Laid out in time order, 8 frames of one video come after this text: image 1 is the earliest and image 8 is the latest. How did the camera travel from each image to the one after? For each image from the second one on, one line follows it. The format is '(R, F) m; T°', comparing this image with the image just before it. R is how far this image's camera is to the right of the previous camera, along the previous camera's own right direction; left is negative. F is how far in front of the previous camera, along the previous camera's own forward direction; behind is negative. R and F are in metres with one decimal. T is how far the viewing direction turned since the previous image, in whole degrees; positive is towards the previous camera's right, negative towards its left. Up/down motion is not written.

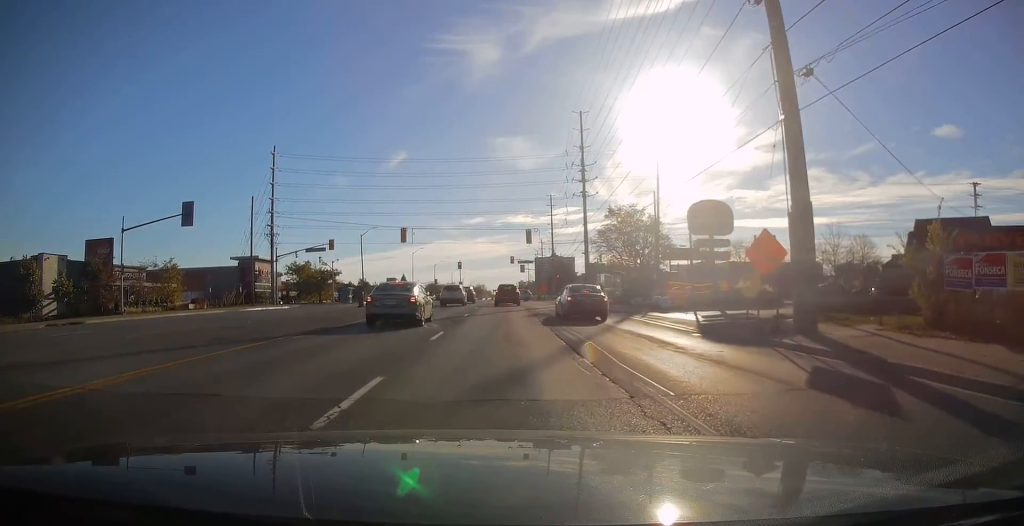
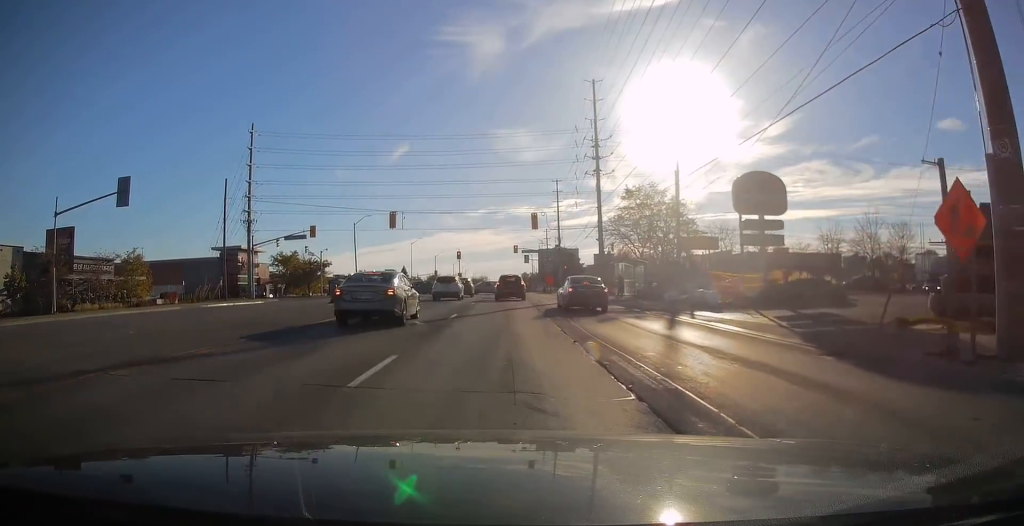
(-0.1, +7.4) m; -1°
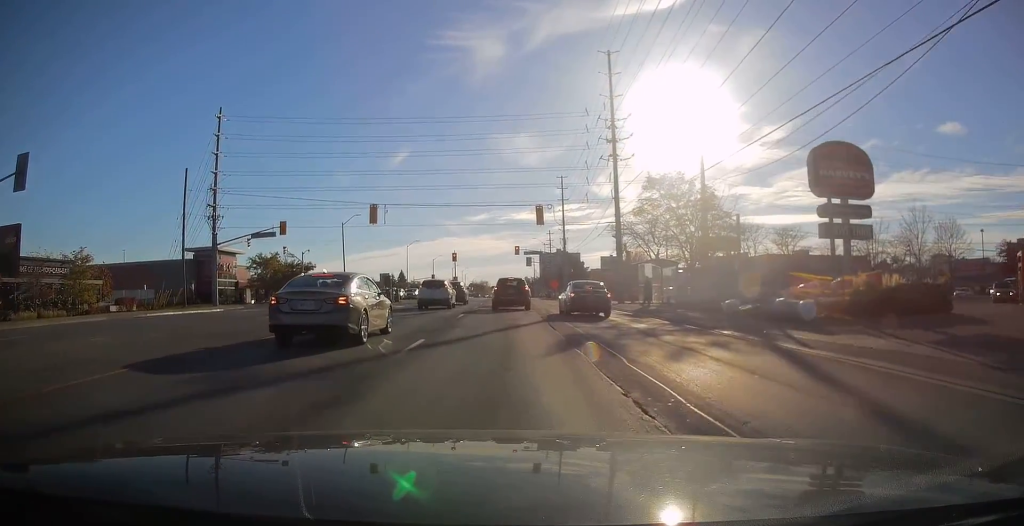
(0.0, +8.2) m; +1°
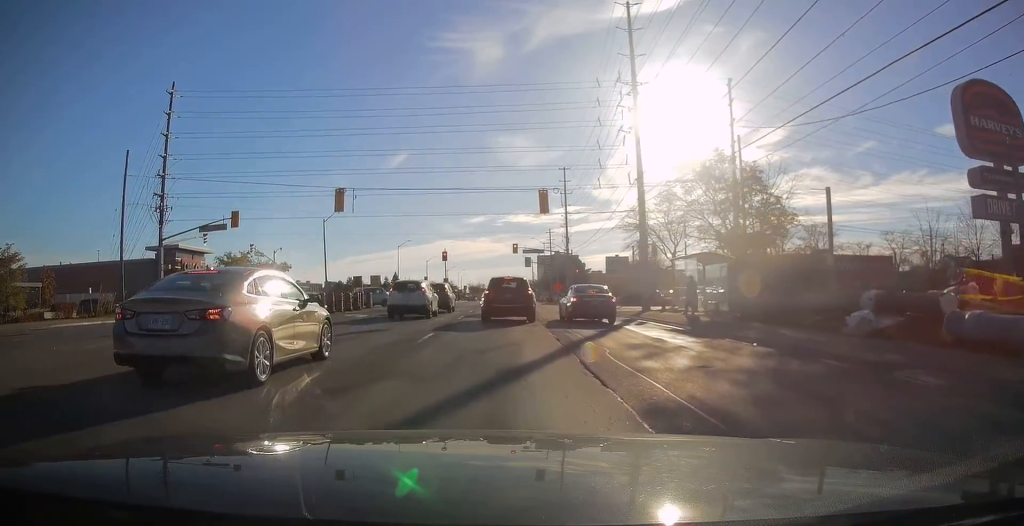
(+0.2, +8.7) m; +3°
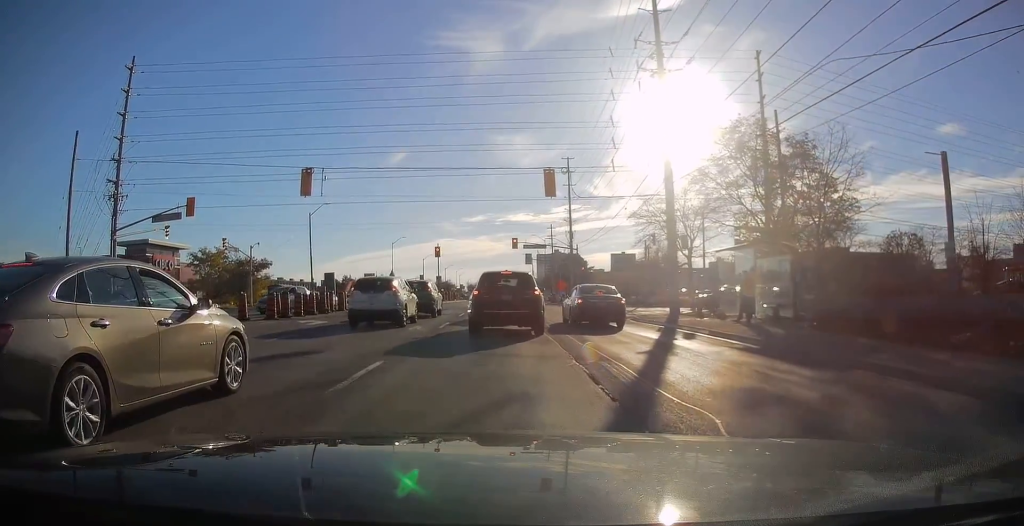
(+0.2, +6.3) m; 0°
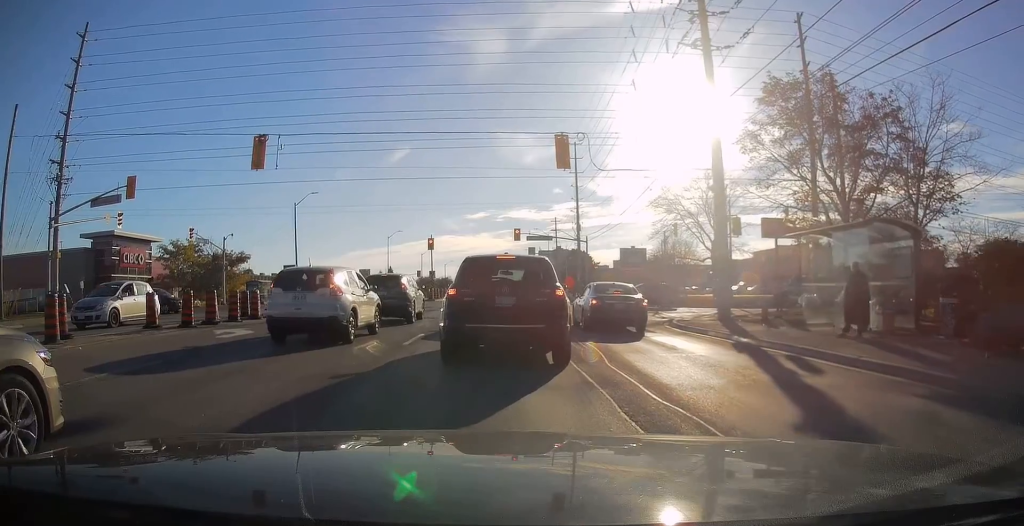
(-0.3, +6.6) m; -2°
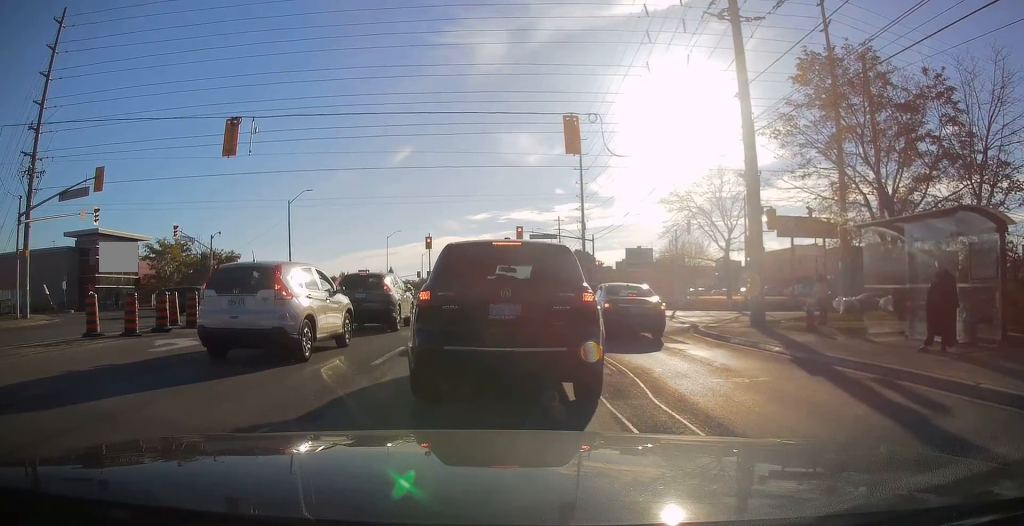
(+0.2, +3.5) m; 0°
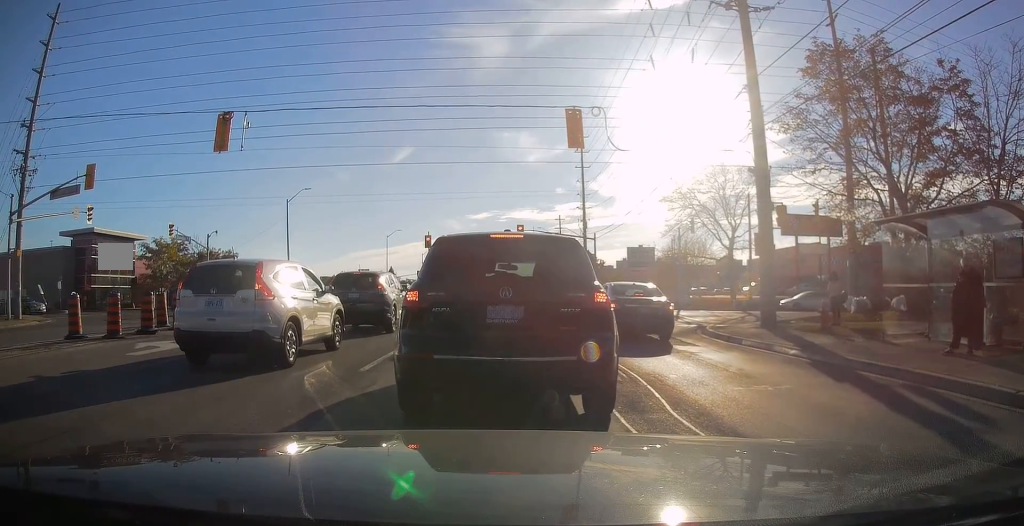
(+0.3, -0.1) m; 0°
